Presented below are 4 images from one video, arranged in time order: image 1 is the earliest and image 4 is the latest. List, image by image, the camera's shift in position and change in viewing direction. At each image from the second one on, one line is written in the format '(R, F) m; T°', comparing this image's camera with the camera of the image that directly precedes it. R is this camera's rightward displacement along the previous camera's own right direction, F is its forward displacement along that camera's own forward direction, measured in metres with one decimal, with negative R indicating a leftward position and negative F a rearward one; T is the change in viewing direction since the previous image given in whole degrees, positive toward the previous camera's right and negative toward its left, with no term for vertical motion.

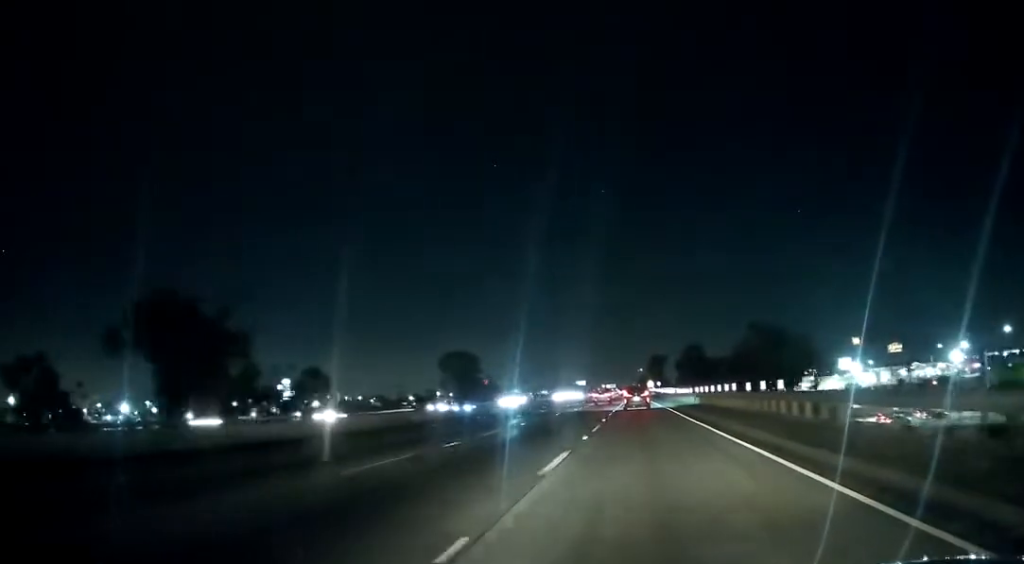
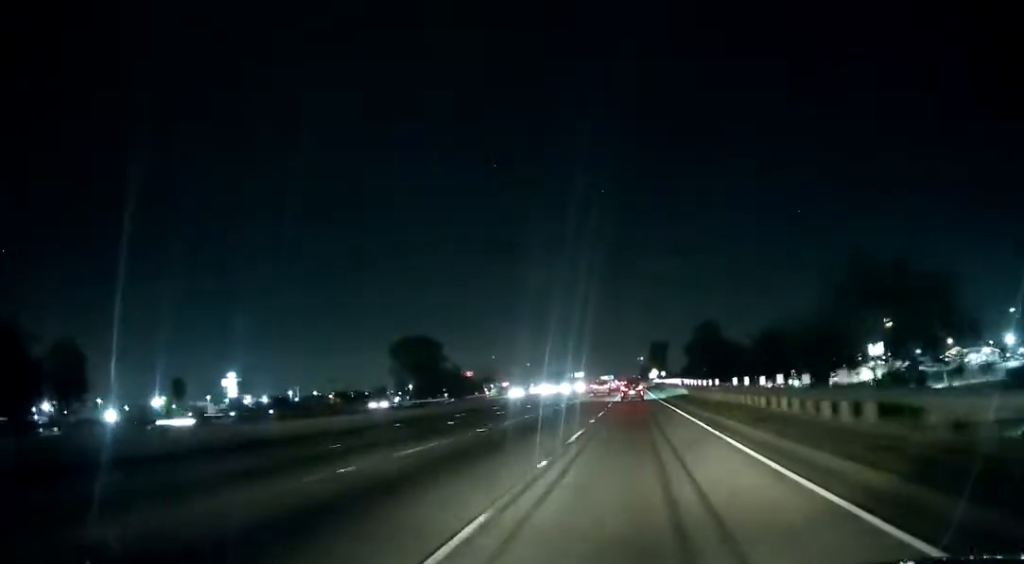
(+0.2, +50.1) m; 0°
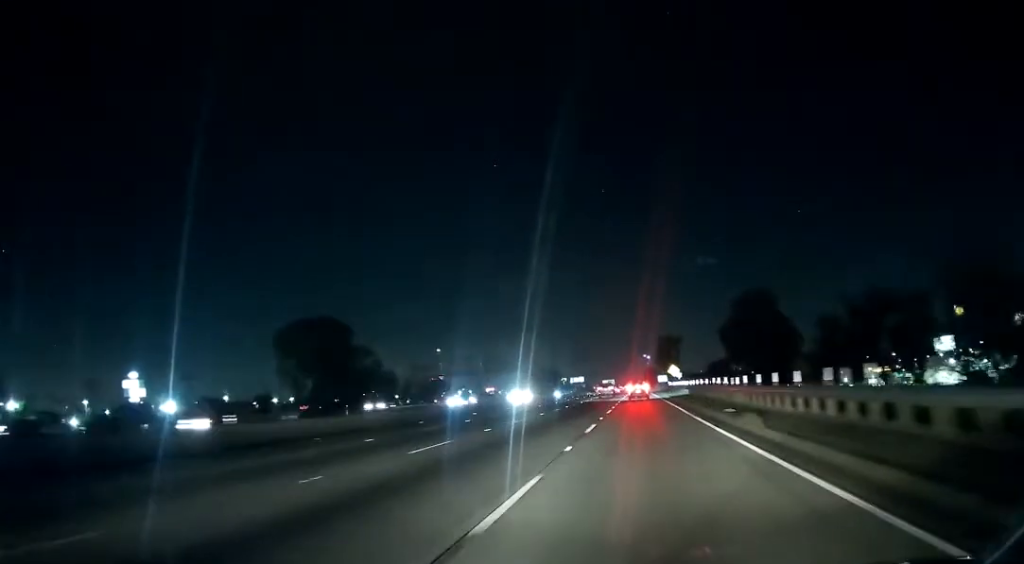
(-0.2, +71.8) m; 0°
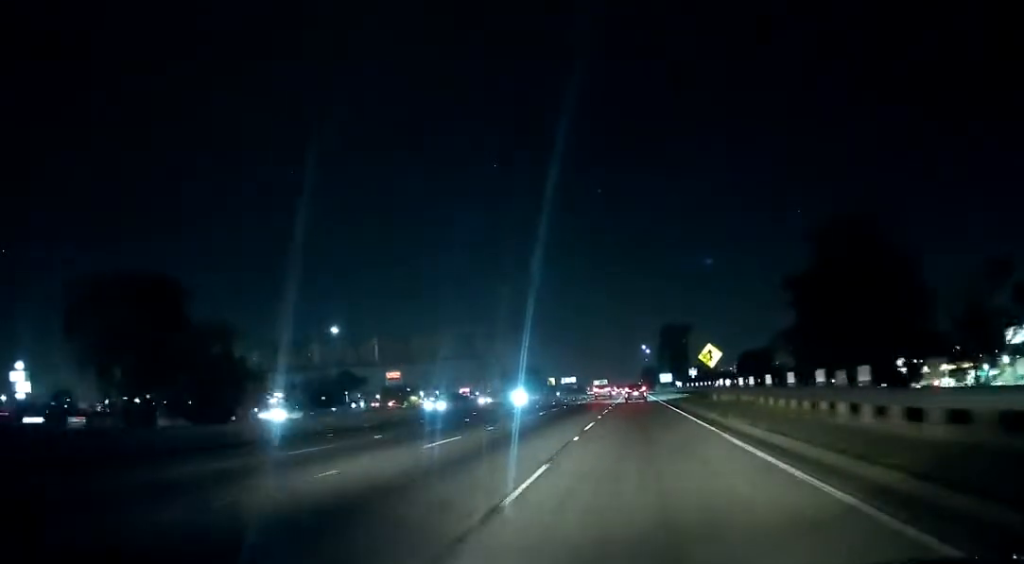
(+0.3, +57.9) m; +1°
